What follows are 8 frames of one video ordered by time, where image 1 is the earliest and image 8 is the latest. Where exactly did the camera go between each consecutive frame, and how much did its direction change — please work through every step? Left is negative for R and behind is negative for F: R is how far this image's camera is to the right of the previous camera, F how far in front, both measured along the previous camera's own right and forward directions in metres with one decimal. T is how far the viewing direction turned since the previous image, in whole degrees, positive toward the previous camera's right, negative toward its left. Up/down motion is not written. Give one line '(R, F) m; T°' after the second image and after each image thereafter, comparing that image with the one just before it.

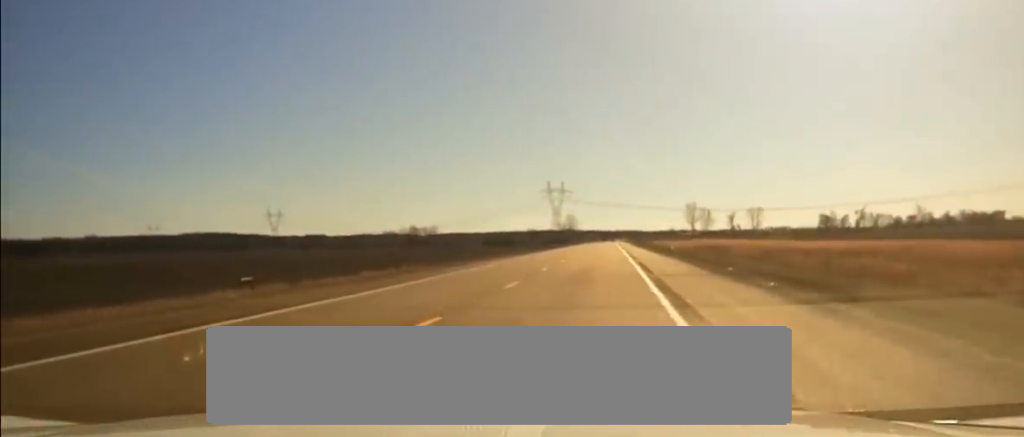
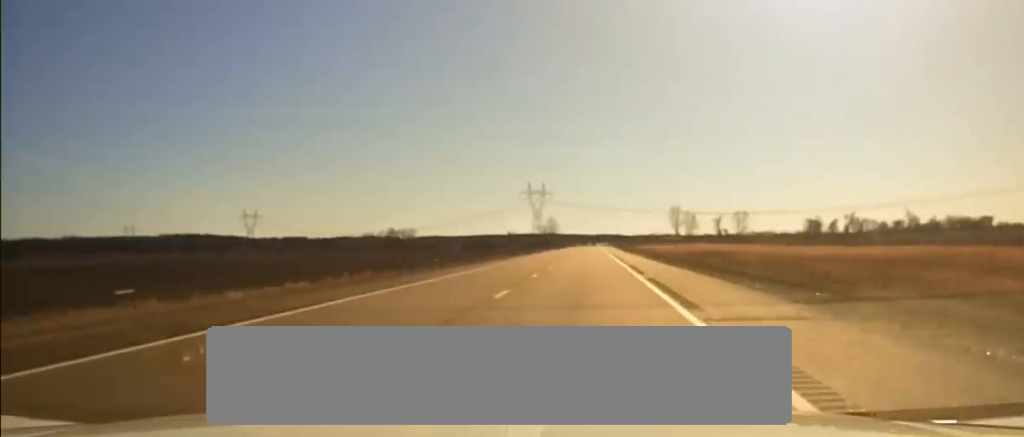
(0.0, +13.3) m; 0°
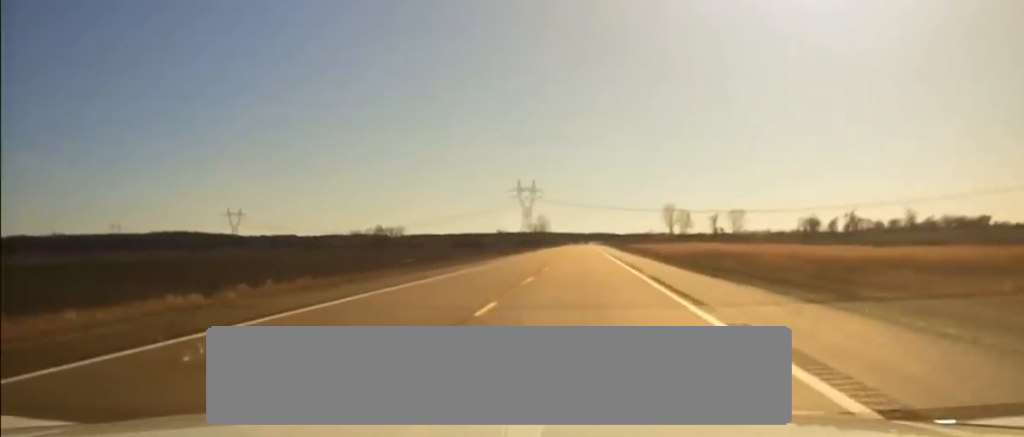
(0.0, +13.5) m; 0°
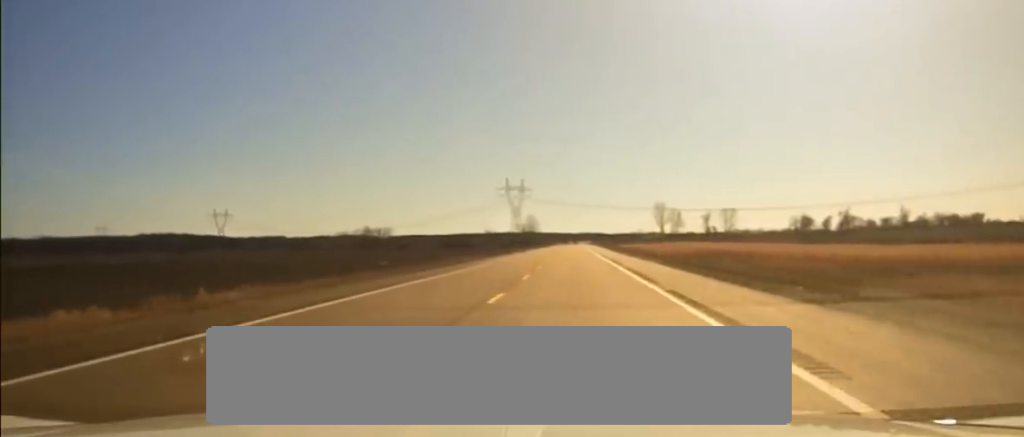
(0.0, +6.5) m; 0°
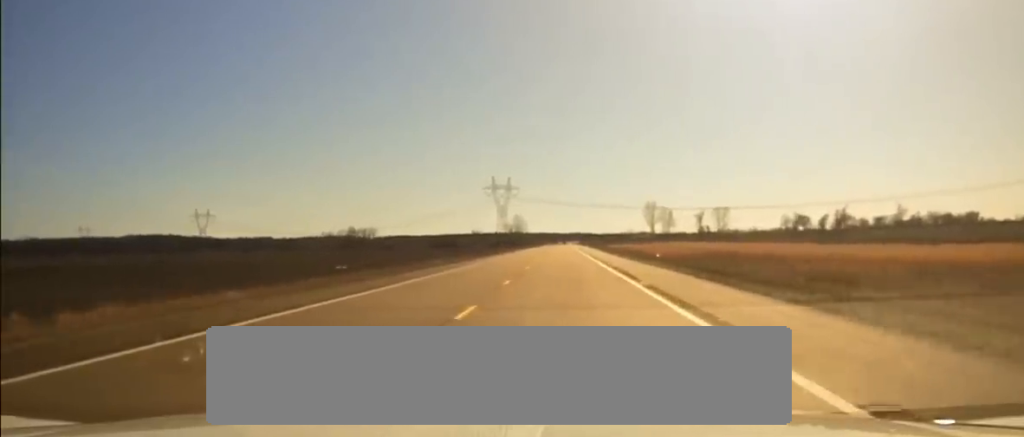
(0.0, +11.2) m; 0°
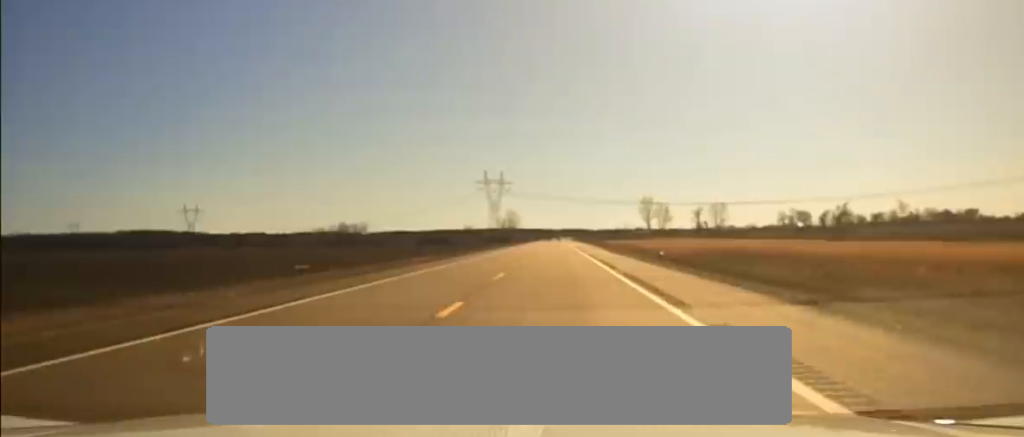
(0.0, +8.1) m; 0°
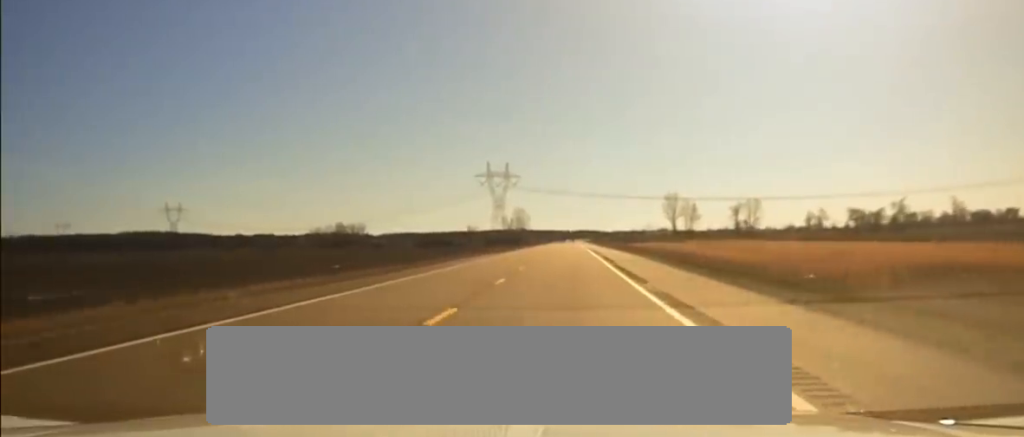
(+0.1, +45.3) m; 0°
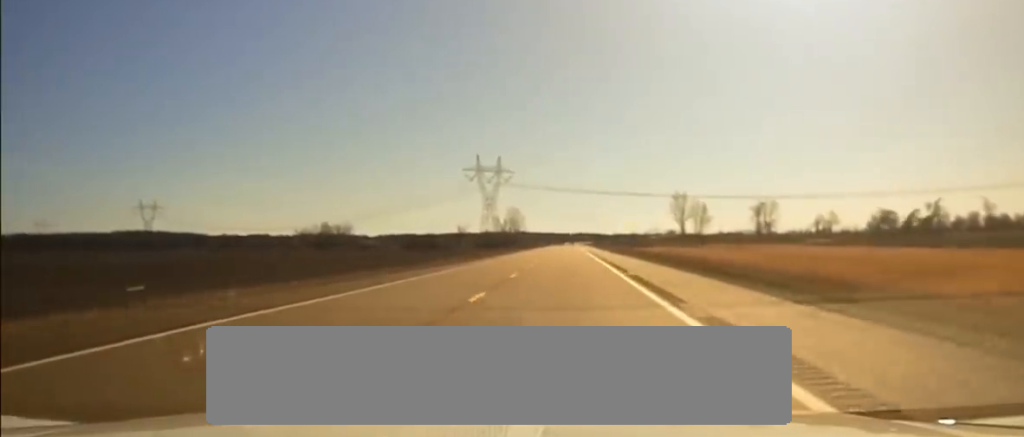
(0.0, +31.4) m; 0°
